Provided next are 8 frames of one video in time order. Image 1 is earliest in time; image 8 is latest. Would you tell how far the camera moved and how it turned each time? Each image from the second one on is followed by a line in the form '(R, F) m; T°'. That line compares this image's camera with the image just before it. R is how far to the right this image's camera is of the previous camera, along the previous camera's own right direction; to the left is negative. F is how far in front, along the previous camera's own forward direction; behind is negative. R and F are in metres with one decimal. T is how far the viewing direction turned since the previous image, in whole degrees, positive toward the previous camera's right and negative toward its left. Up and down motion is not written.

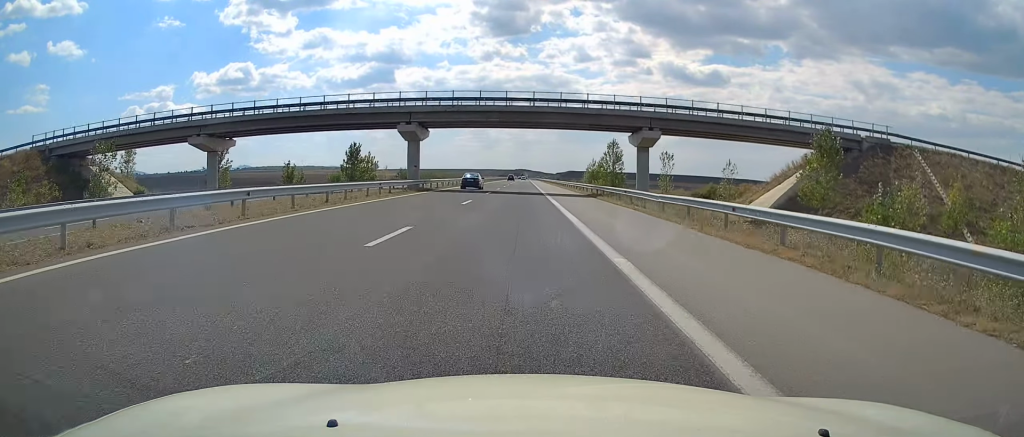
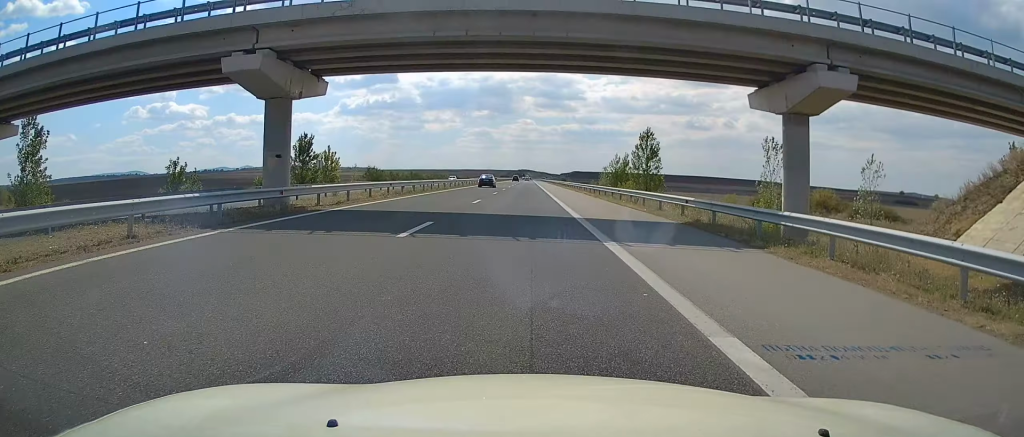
(-0.1, +30.0) m; -1°
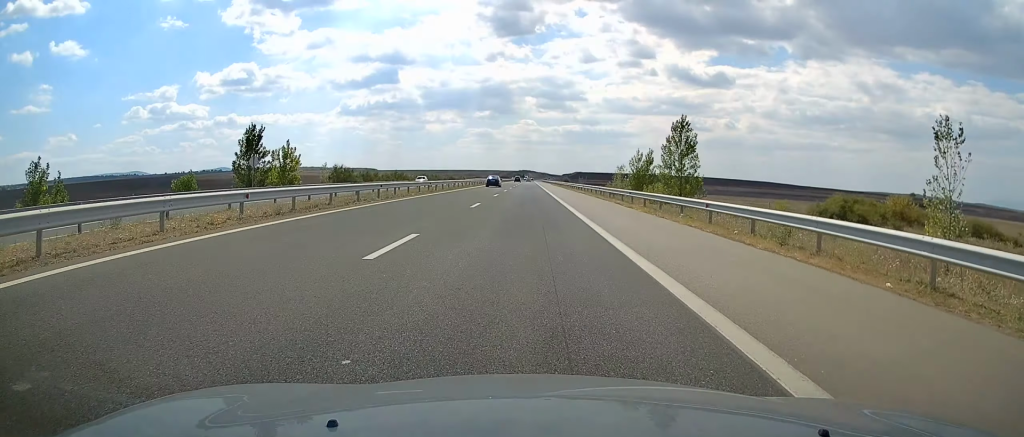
(-0.4, +18.9) m; 0°
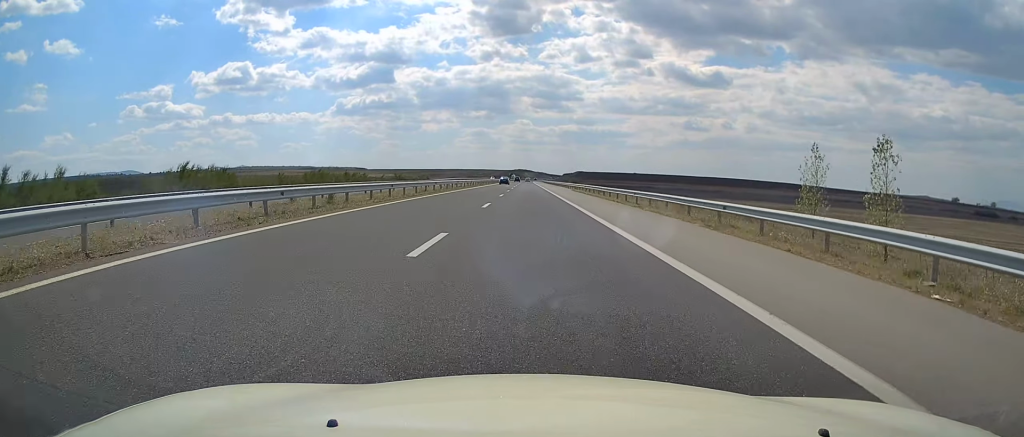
(+0.3, +79.0) m; +1°
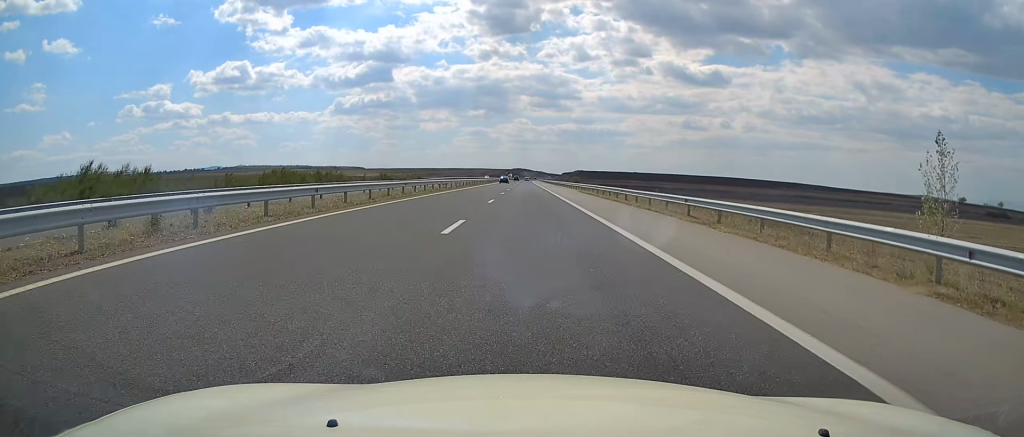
(+0.1, +12.0) m; 0°
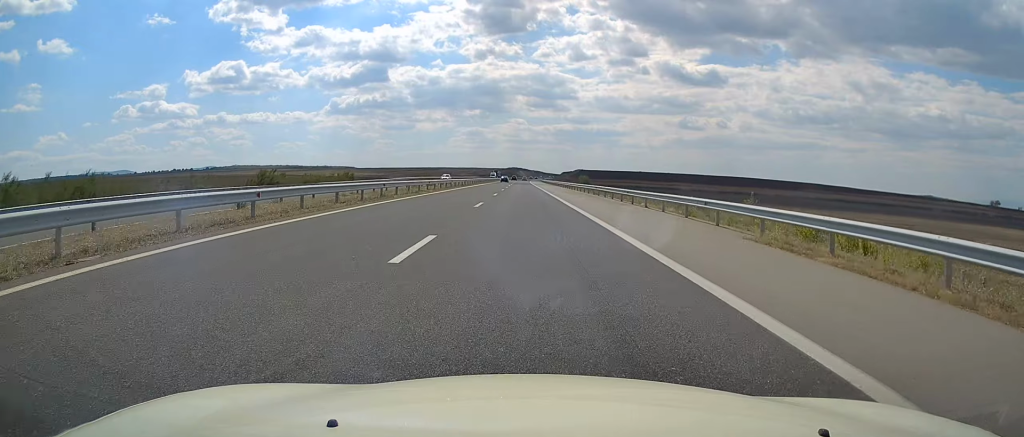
(-0.4, +52.2) m; -1°
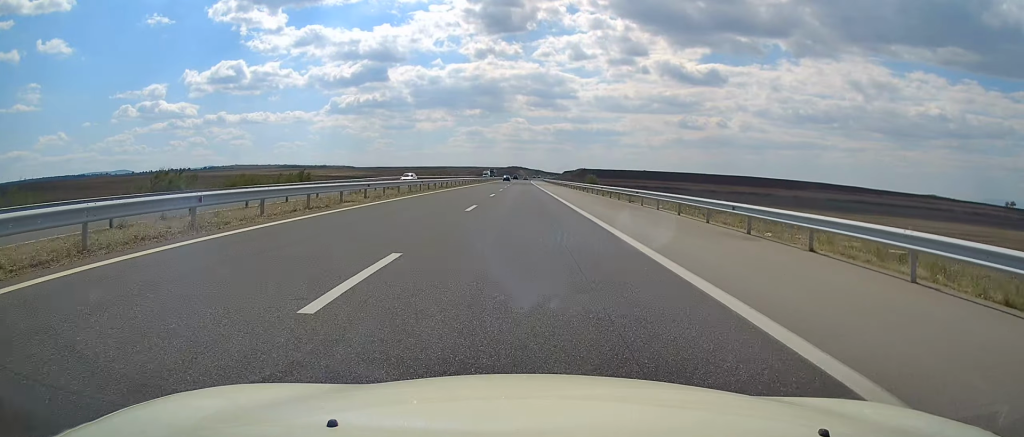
(0.0, +19.1) m; 0°
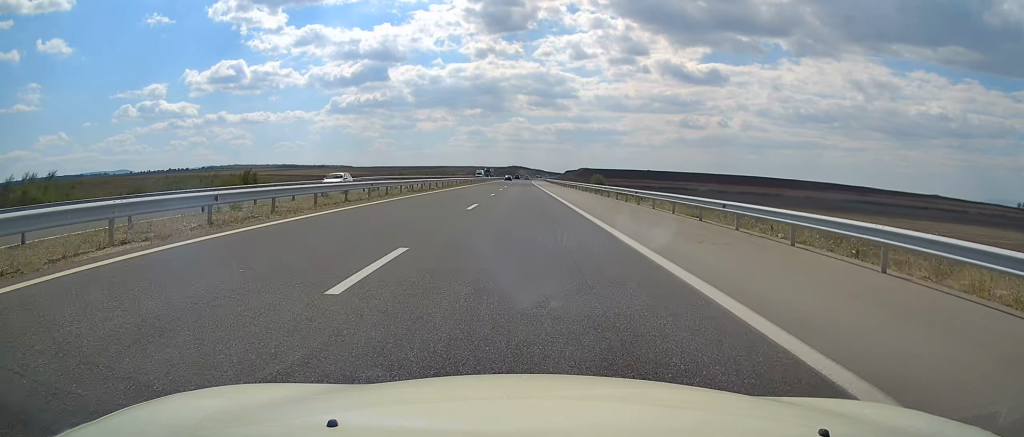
(+0.1, +15.0) m; 0°
